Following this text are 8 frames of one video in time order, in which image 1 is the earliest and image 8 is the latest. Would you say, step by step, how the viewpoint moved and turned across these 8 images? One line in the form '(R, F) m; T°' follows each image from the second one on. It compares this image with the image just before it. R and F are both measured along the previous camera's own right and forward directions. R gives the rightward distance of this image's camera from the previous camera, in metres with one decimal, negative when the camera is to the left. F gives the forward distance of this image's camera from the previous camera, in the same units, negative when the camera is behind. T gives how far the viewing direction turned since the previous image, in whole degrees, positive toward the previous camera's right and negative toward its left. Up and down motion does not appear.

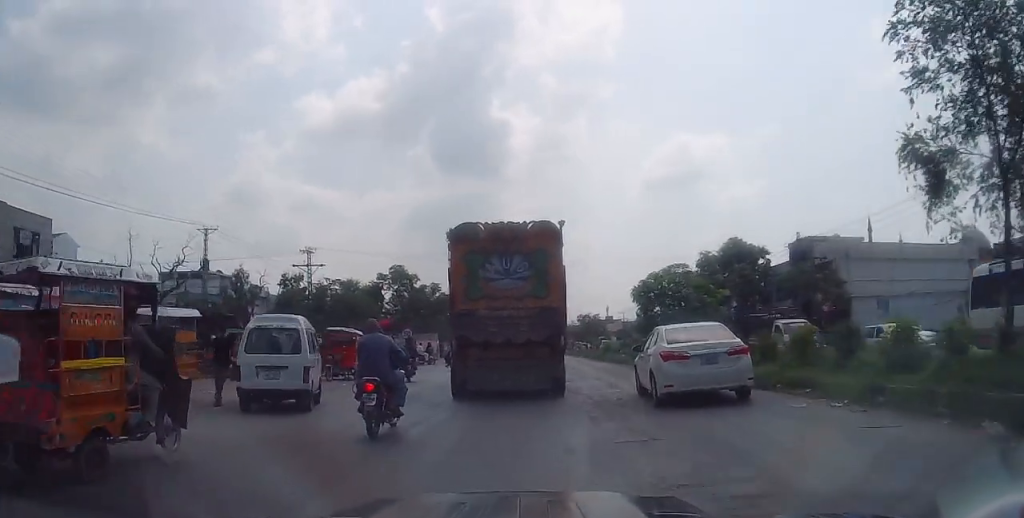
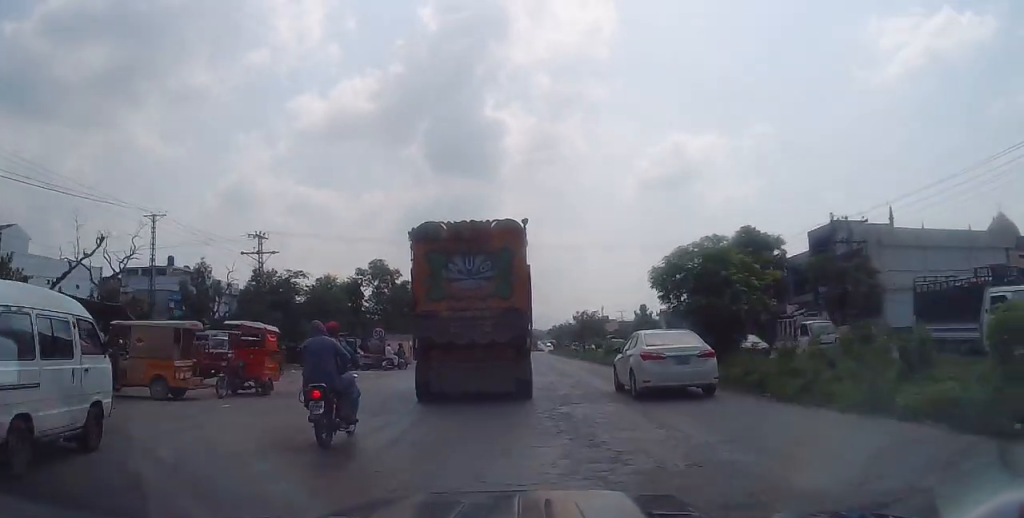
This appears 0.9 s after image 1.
(+0.2, +7.5) m; 0°
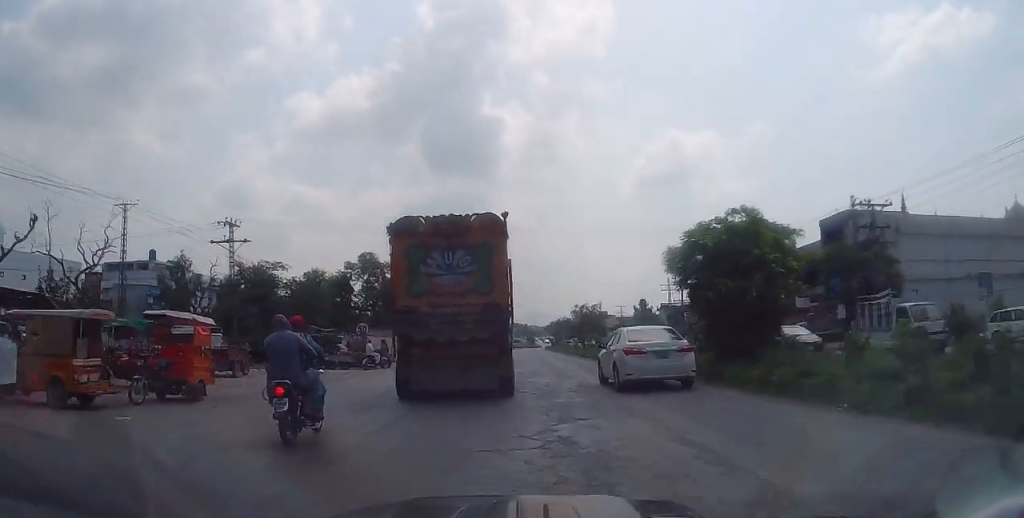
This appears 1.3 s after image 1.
(+0.2, +3.6) m; 0°
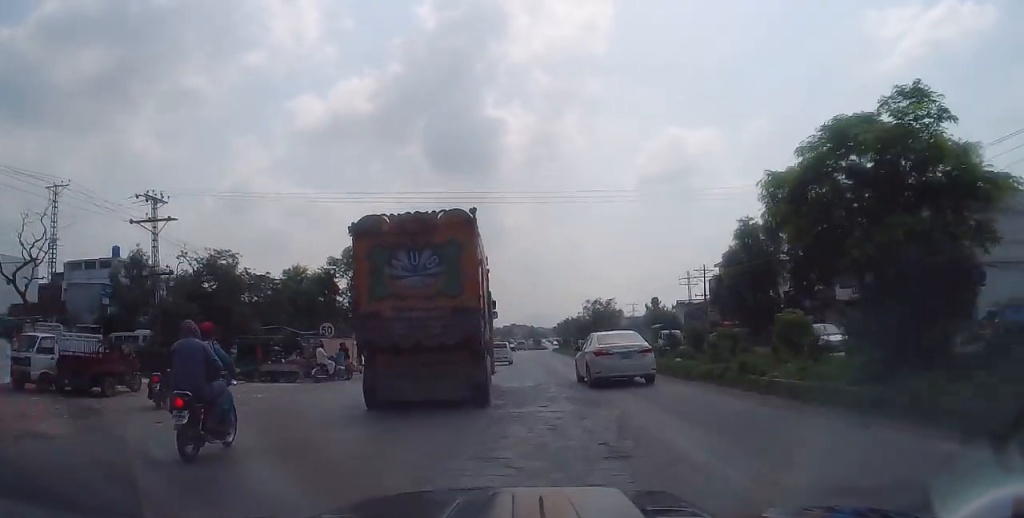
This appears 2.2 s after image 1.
(-0.5, +8.7) m; -3°
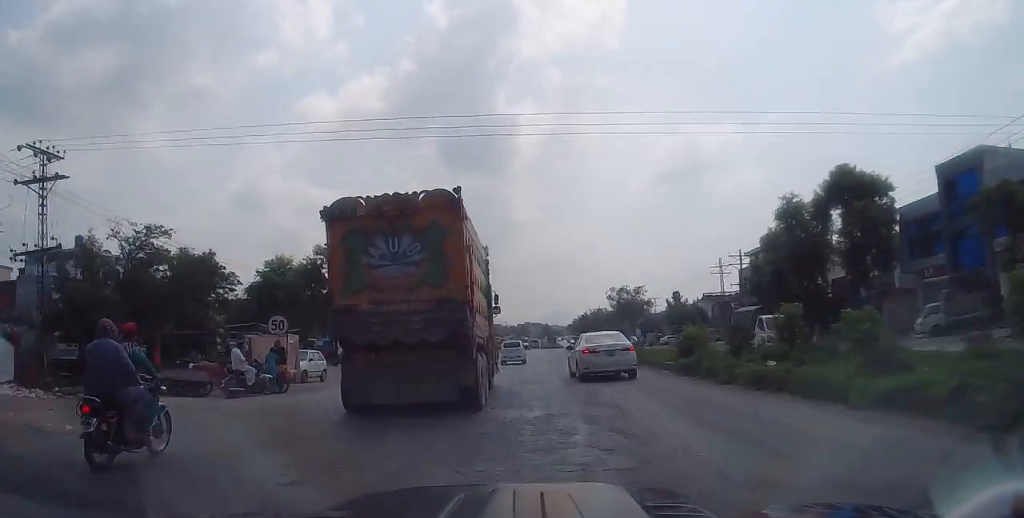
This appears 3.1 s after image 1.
(-0.1, +8.8) m; +1°
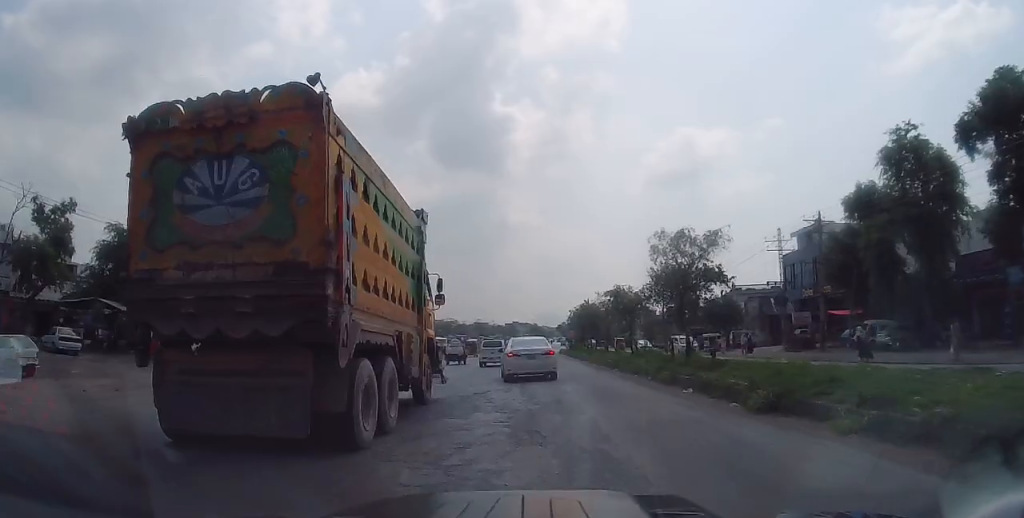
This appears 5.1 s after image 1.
(+0.8, +21.3) m; +2°
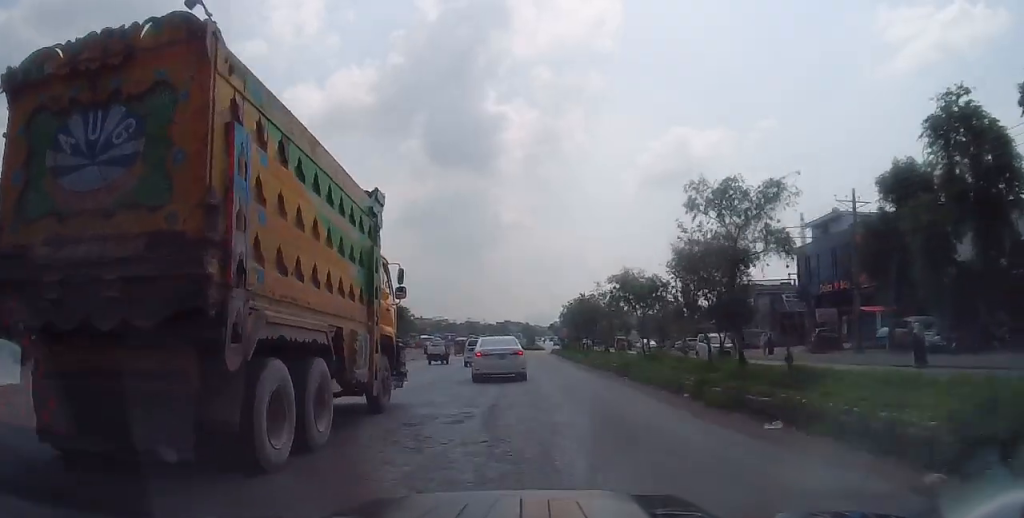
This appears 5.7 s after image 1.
(-0.1, +6.3) m; 0°
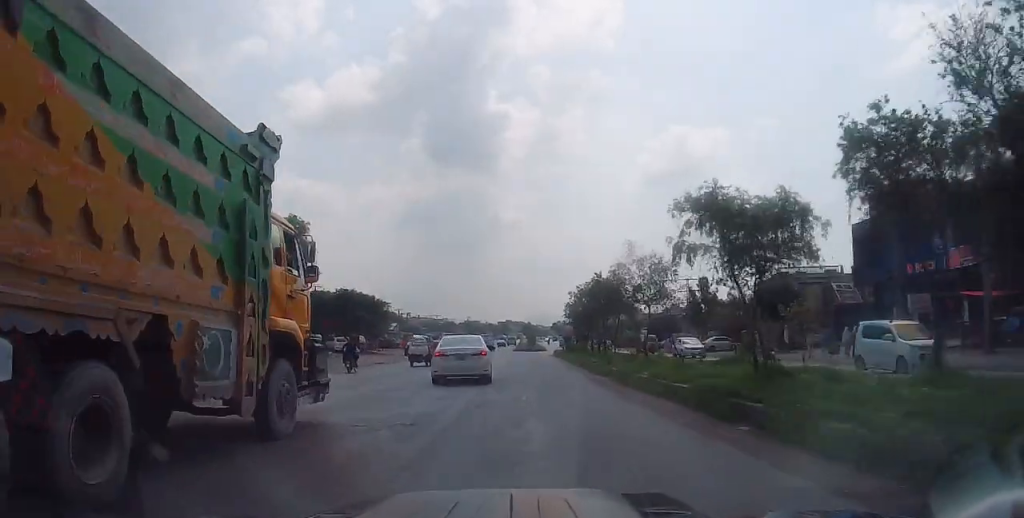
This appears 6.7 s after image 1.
(-0.1, +11.8) m; 0°
